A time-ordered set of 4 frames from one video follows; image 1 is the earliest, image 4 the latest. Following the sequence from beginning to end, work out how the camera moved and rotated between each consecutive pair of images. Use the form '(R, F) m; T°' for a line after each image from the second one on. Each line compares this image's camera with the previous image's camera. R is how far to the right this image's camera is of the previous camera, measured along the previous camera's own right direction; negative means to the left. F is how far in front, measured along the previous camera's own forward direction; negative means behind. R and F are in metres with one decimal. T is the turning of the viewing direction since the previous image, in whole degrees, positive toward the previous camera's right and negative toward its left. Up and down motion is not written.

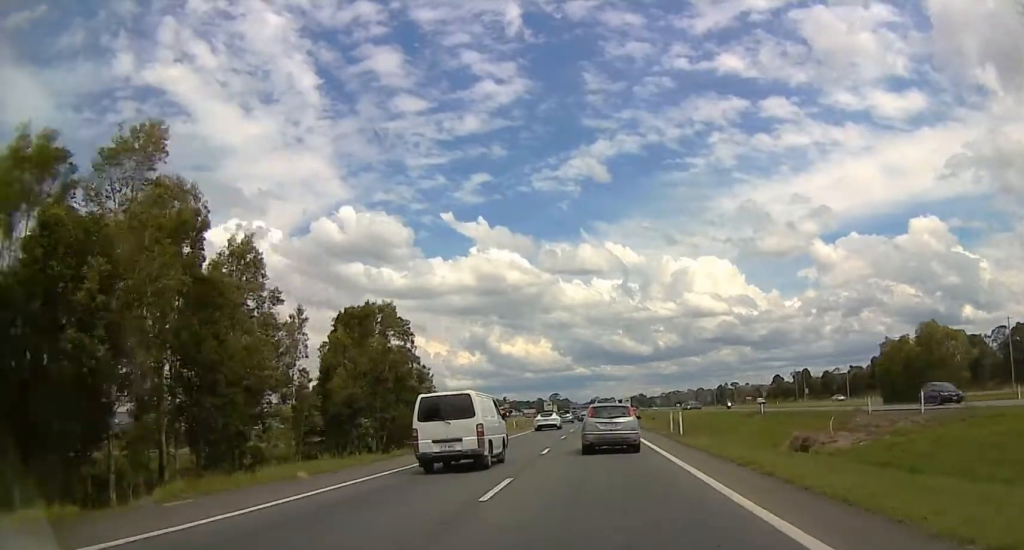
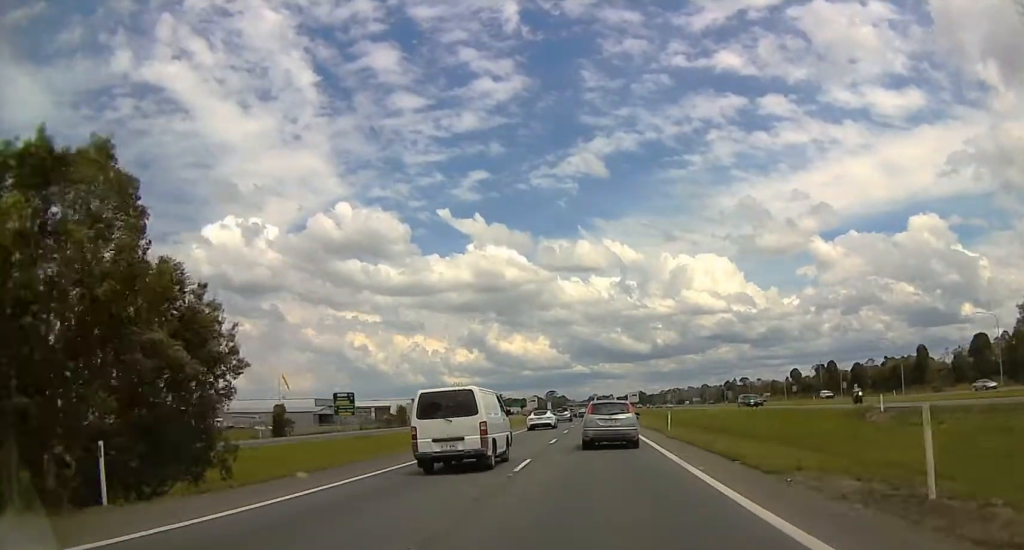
(+0.5, +31.2) m; 0°
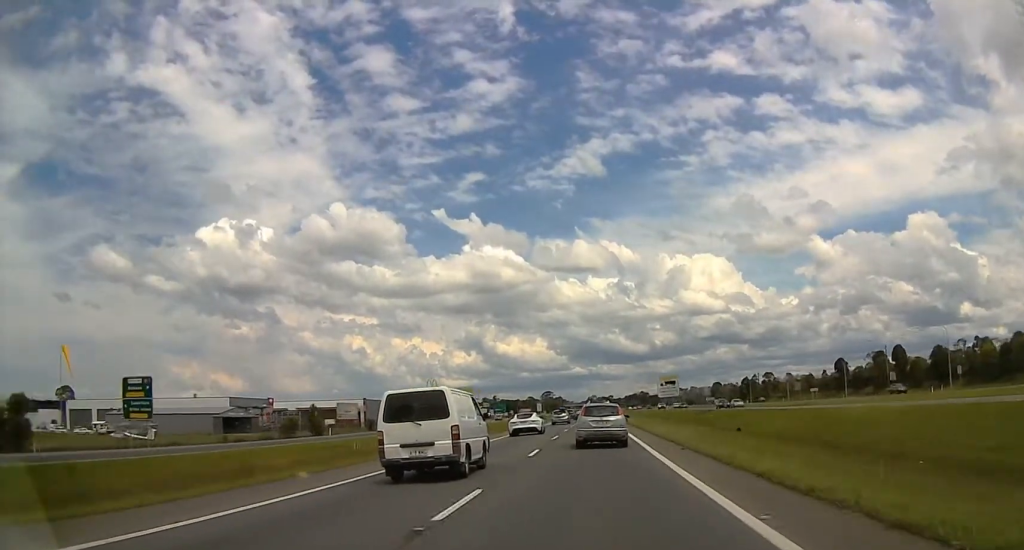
(-2.3, +55.0) m; 0°
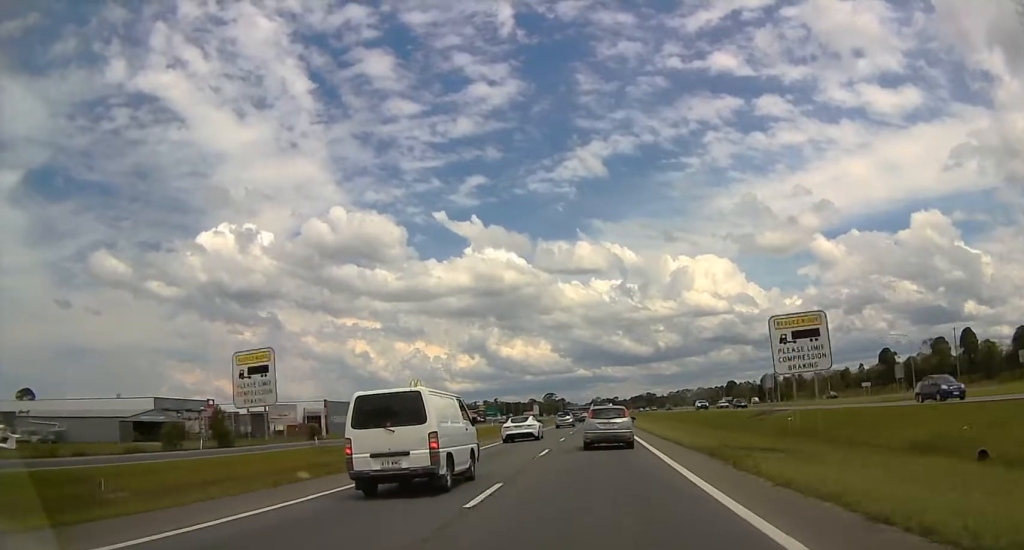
(+1.2, +34.8) m; 0°
